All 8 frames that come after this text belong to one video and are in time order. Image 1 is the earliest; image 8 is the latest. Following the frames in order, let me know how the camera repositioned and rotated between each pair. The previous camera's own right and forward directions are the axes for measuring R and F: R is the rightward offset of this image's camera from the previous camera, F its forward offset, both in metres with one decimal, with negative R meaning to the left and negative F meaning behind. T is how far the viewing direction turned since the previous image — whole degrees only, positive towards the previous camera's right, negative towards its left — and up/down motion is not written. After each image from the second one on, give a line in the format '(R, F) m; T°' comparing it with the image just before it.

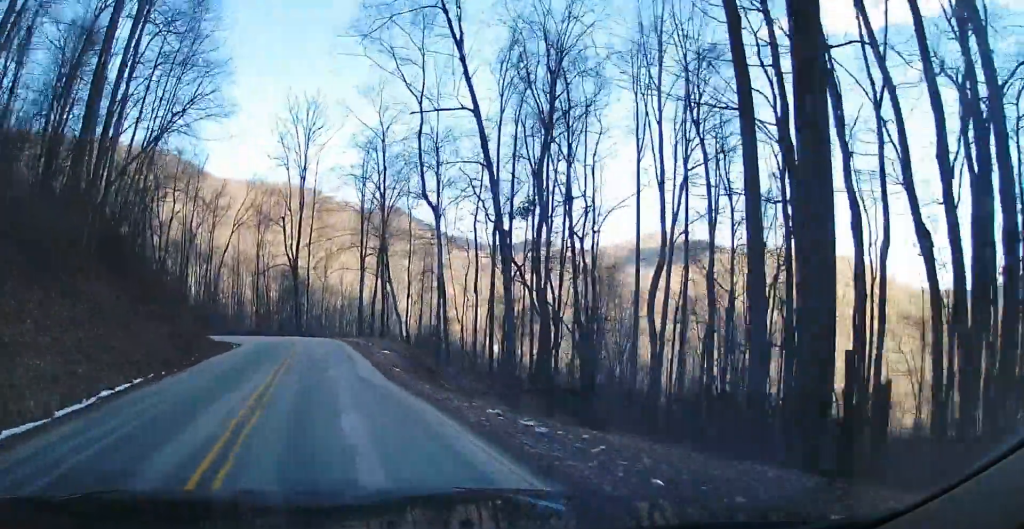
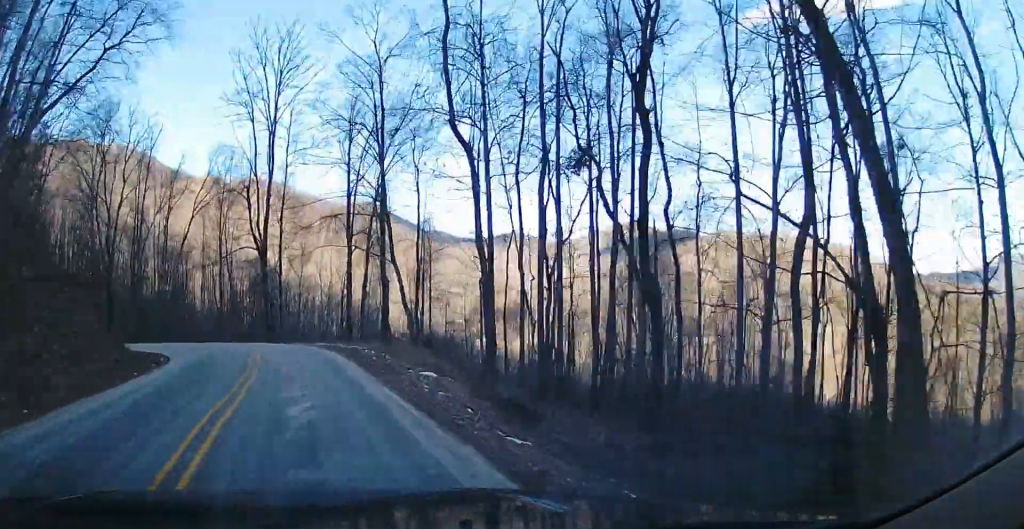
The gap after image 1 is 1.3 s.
(+0.4, +15.1) m; +2°
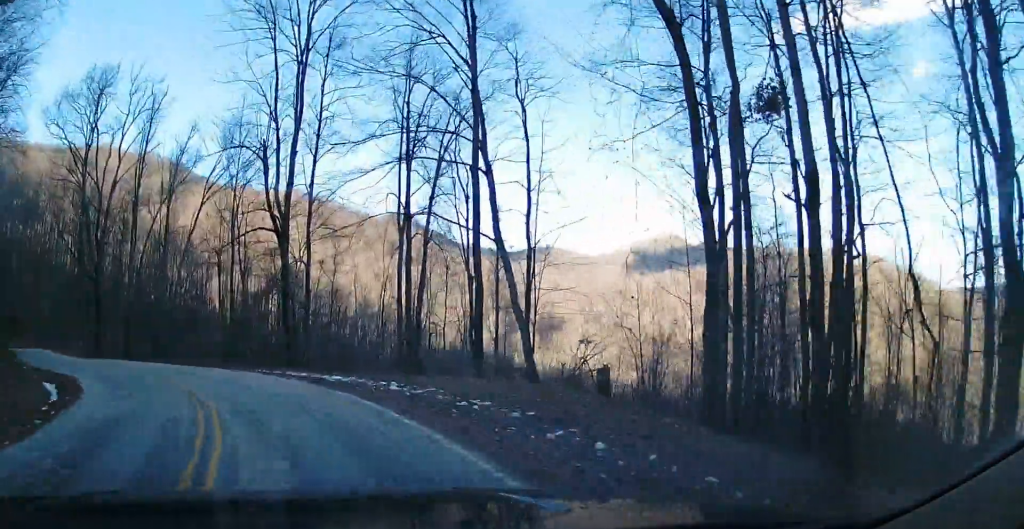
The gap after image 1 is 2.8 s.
(+0.4, +16.4) m; +3°
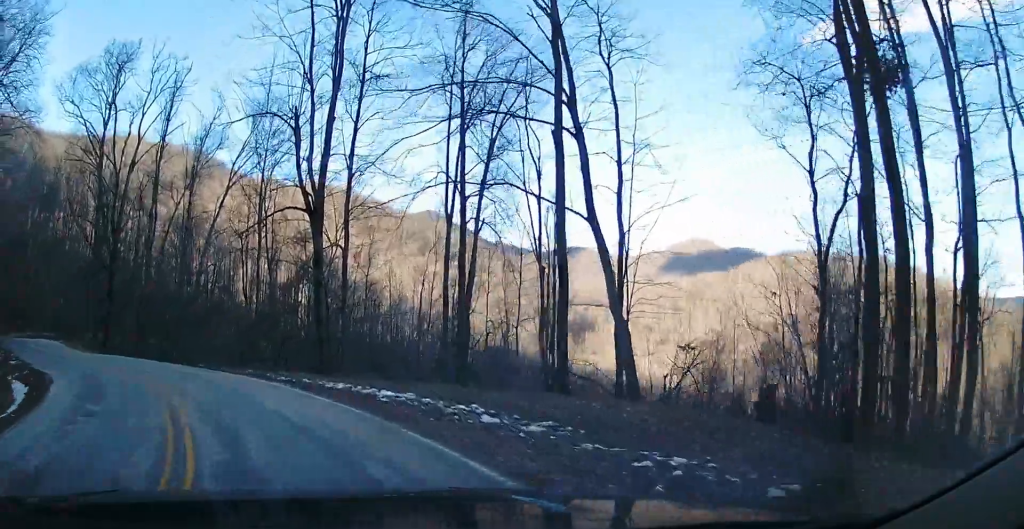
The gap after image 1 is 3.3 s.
(+0.1, +5.8) m; -2°
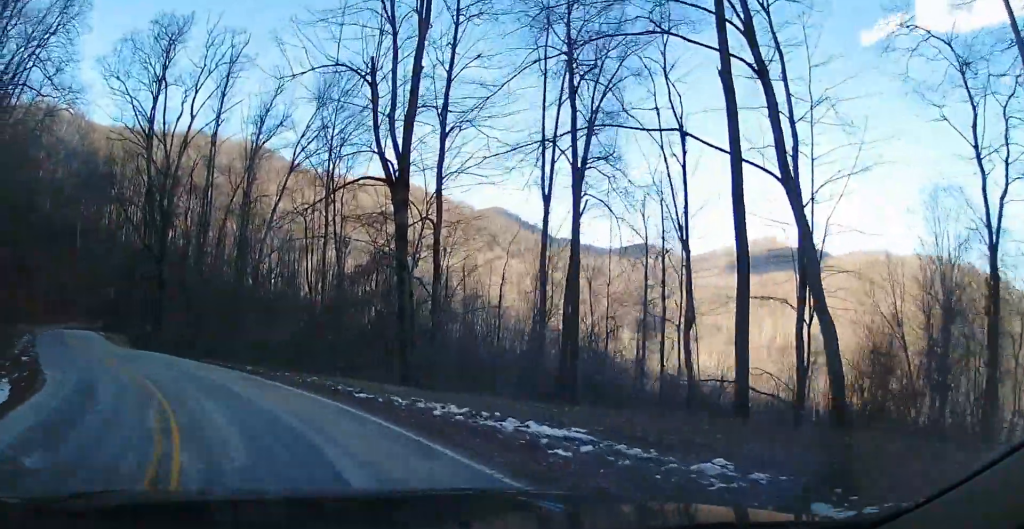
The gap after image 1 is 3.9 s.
(+0.3, +6.5) m; -3°
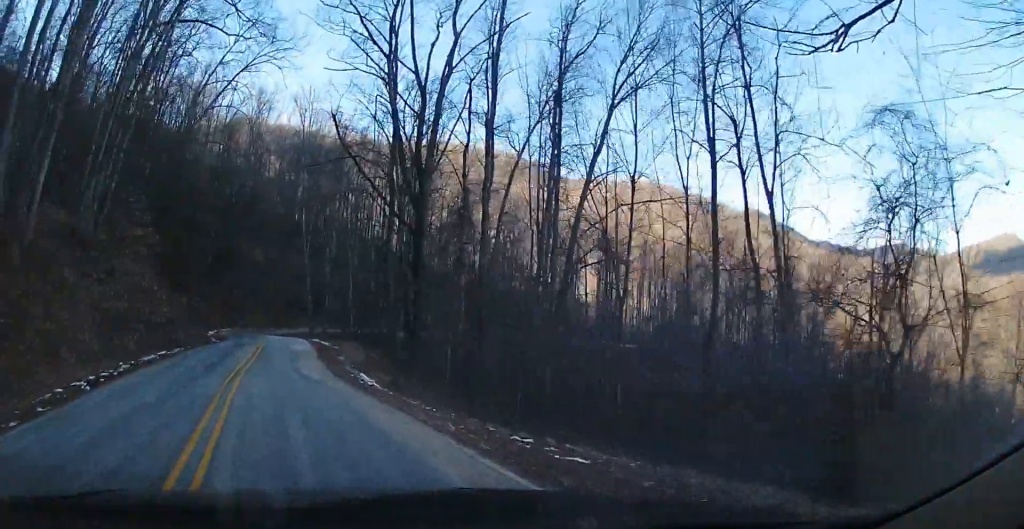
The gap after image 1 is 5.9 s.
(-3.0, +19.8) m; -17°
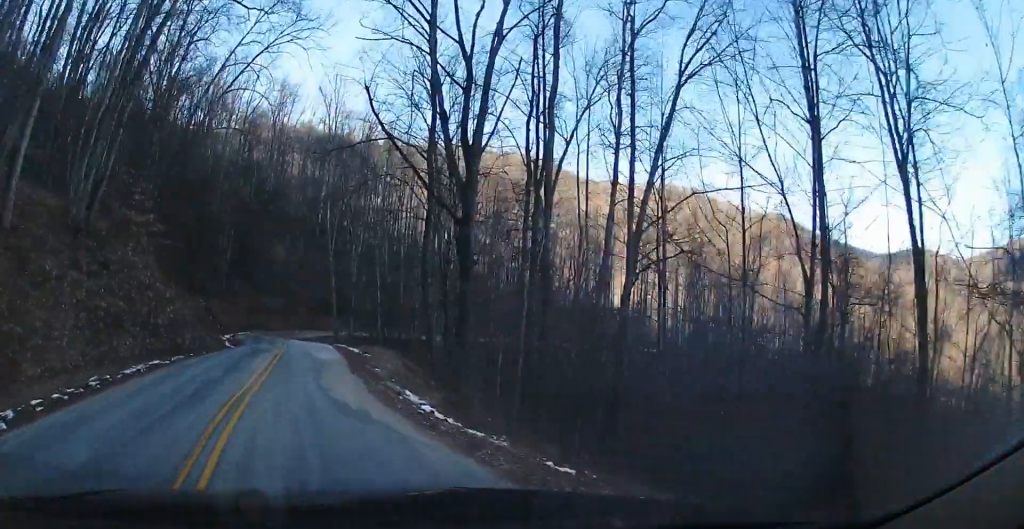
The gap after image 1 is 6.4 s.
(-0.4, +4.4) m; -5°
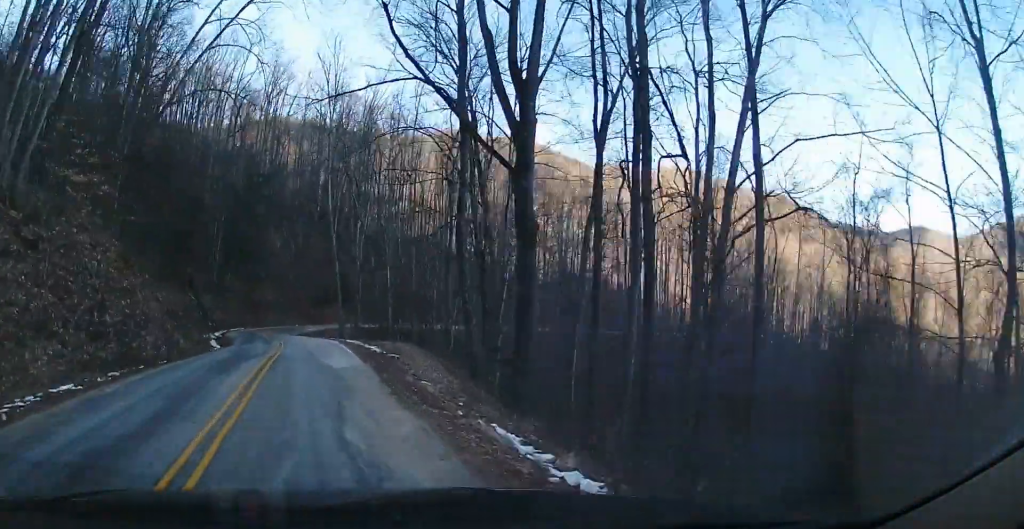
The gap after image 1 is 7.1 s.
(-0.4, +7.1) m; -6°
